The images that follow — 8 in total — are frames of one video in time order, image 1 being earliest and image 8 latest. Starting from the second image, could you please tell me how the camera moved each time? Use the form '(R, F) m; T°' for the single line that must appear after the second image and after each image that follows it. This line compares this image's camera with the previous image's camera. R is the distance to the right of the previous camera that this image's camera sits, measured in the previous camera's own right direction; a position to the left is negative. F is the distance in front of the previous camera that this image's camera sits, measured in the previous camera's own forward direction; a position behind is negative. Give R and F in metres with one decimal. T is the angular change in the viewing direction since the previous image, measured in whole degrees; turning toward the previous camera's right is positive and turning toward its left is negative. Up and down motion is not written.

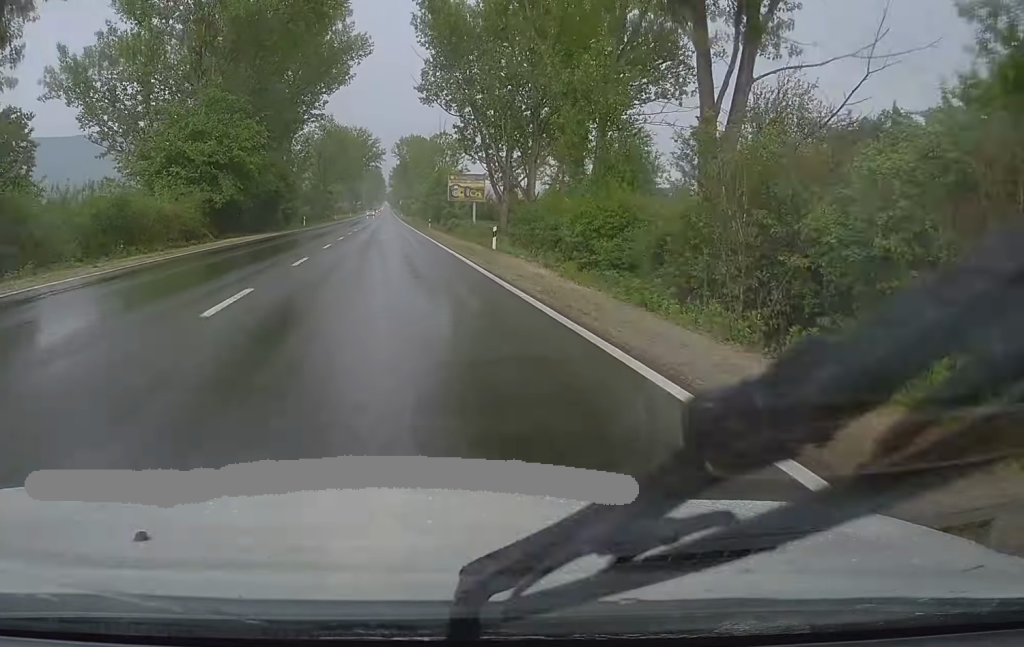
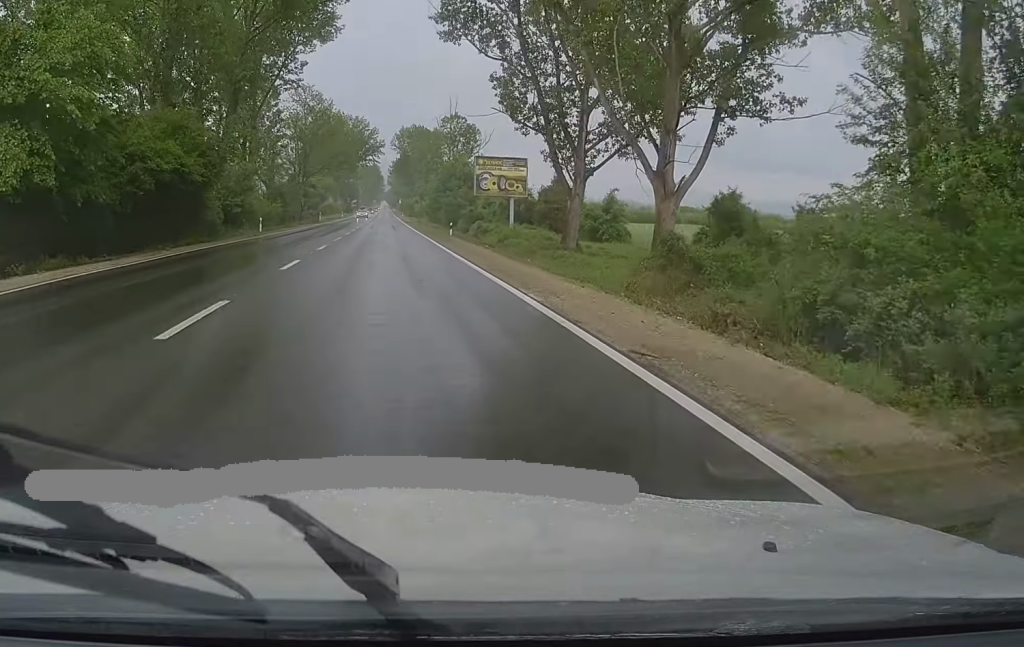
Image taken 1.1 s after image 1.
(0.0, +27.9) m; 0°
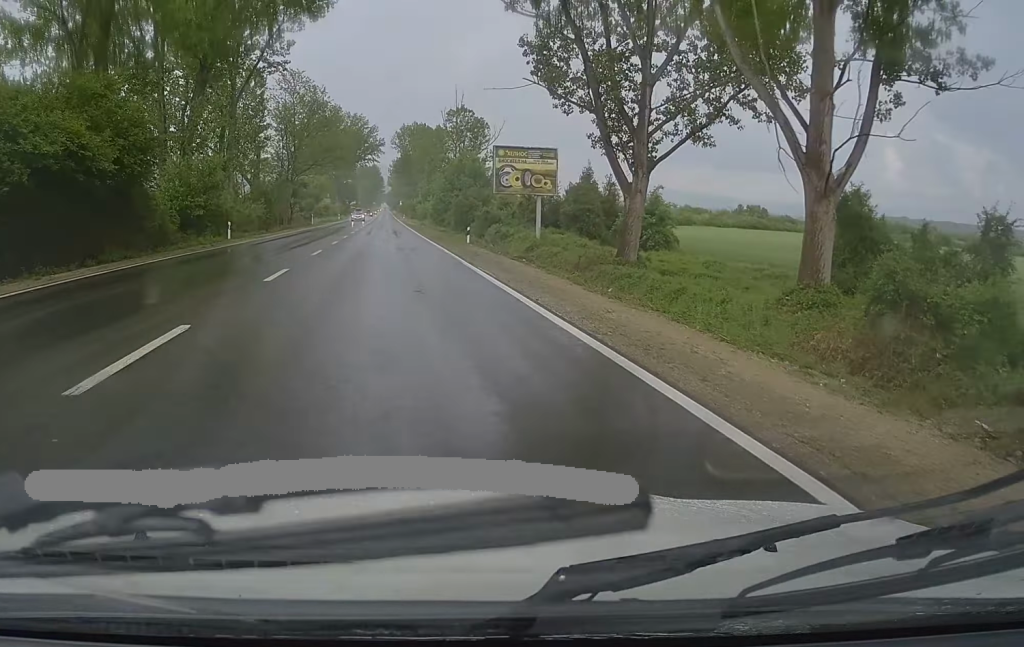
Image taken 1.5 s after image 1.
(0.0, +11.0) m; 0°
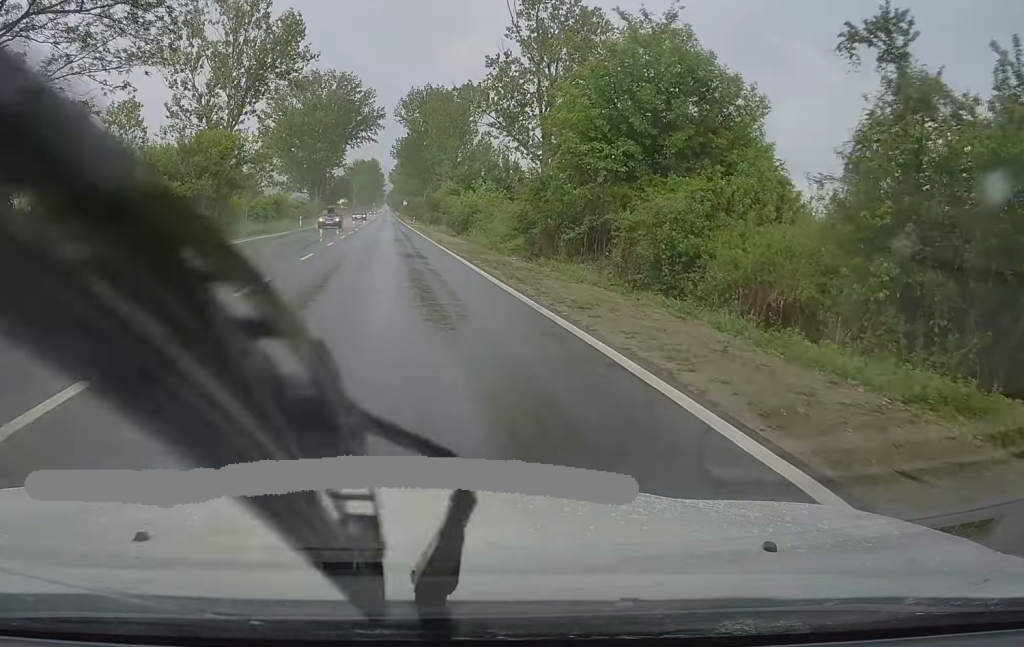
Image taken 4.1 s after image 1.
(-0.1, +64.4) m; -1°
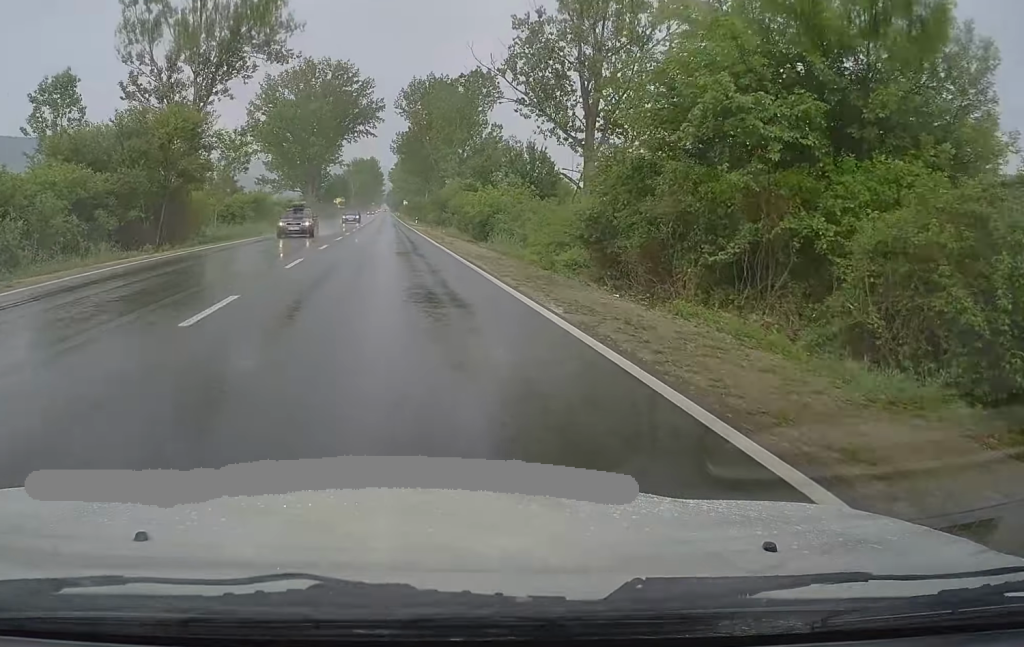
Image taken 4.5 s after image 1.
(-0.2, +11.9) m; 0°
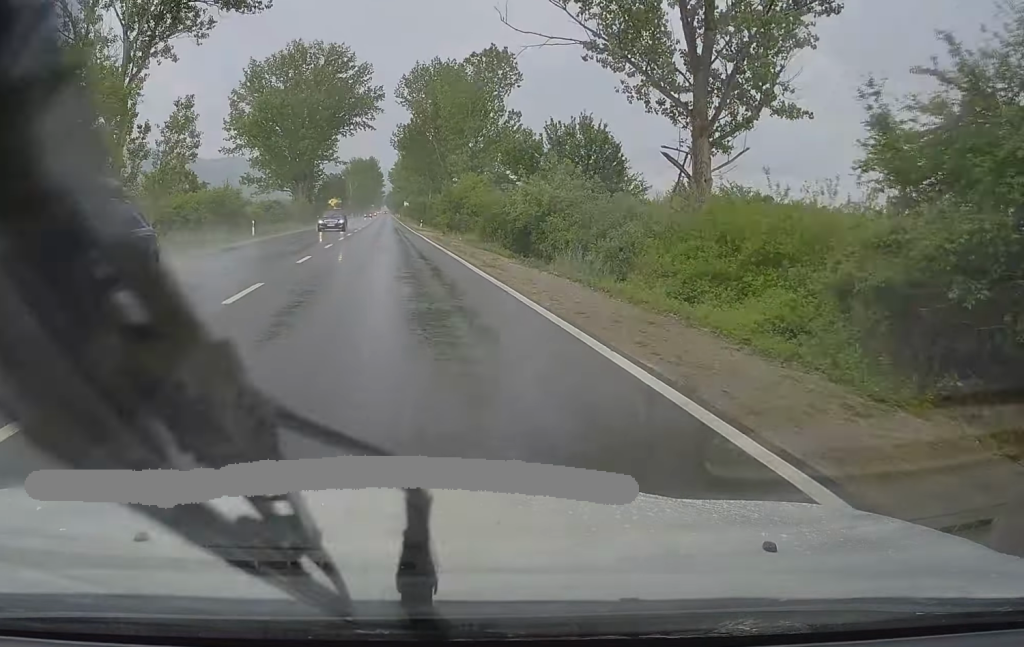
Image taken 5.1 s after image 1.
(-0.3, +15.3) m; +1°
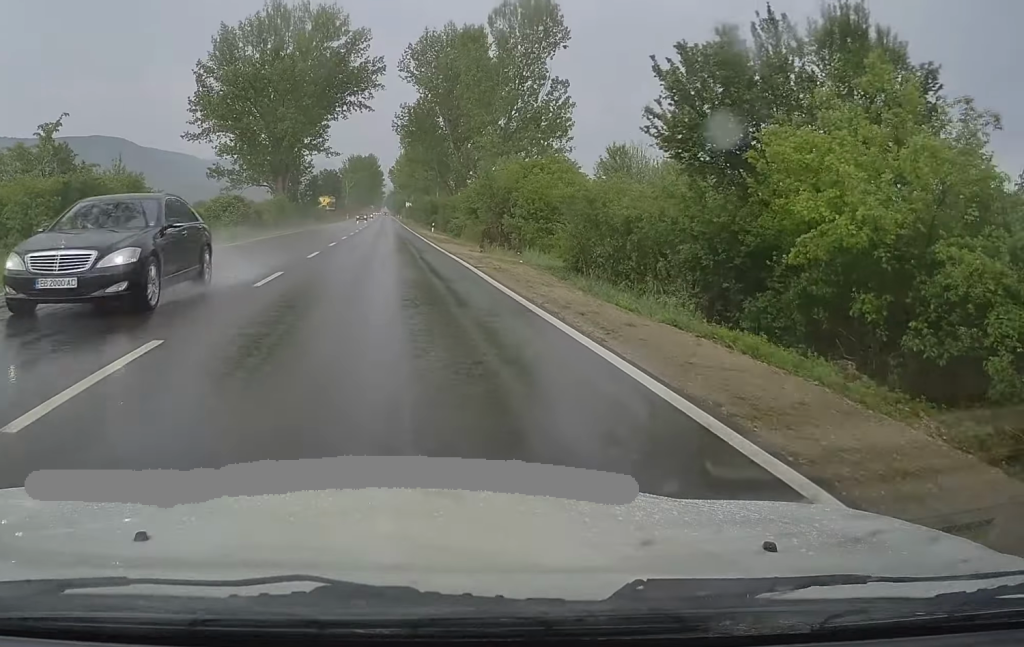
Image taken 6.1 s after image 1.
(+0.9, +23.9) m; +1°
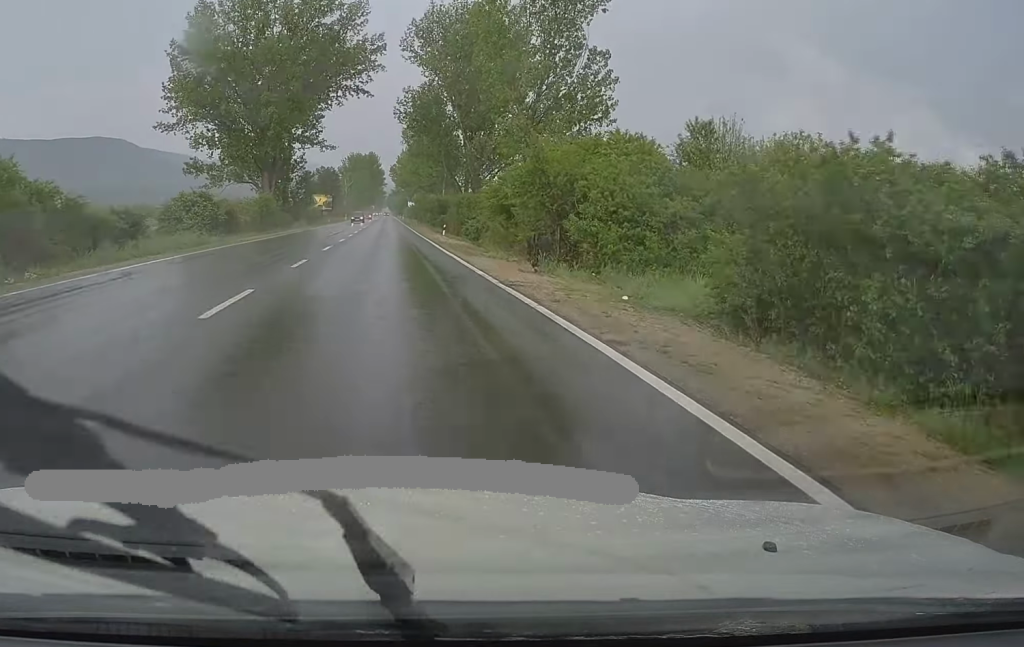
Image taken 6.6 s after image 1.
(-0.2, +12.9) m; 0°
